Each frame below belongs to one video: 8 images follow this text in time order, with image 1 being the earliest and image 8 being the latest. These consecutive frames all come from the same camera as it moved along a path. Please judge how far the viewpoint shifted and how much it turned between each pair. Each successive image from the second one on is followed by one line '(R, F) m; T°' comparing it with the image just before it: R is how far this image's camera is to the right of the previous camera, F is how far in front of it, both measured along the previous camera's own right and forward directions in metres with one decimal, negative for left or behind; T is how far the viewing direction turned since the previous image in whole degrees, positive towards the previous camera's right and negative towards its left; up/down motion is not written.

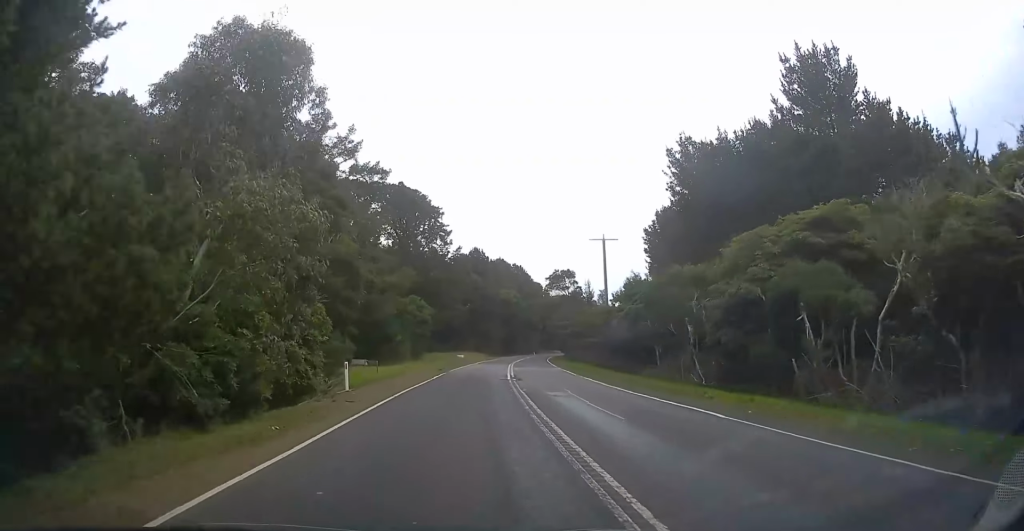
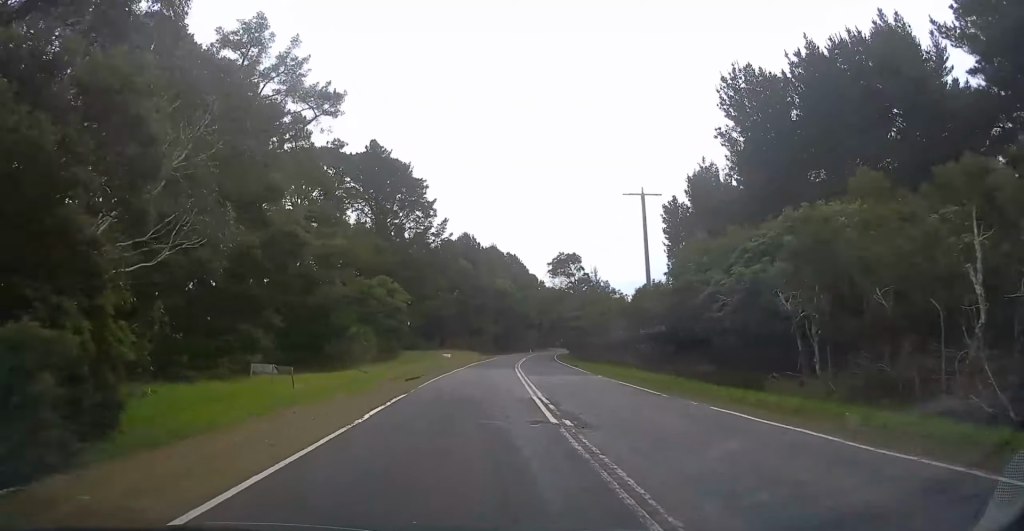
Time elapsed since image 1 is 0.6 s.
(+0.2, +17.0) m; +2°
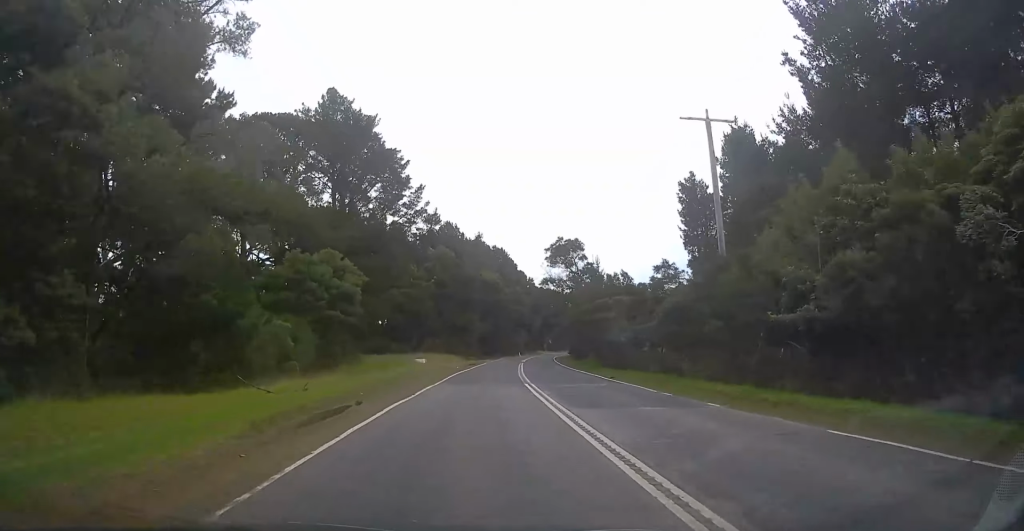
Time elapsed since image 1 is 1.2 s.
(+0.4, +15.4) m; +1°
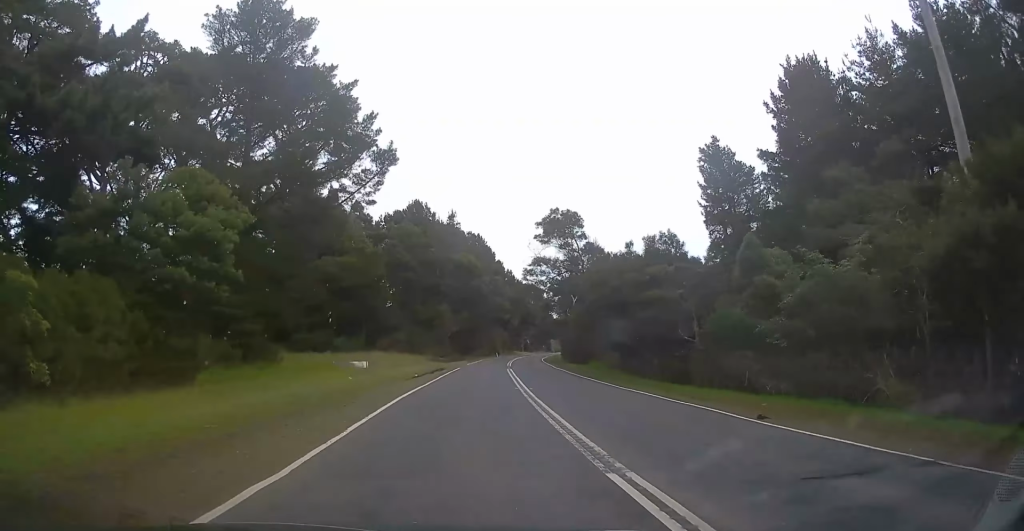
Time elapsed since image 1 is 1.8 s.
(+0.2, +17.7) m; +1°
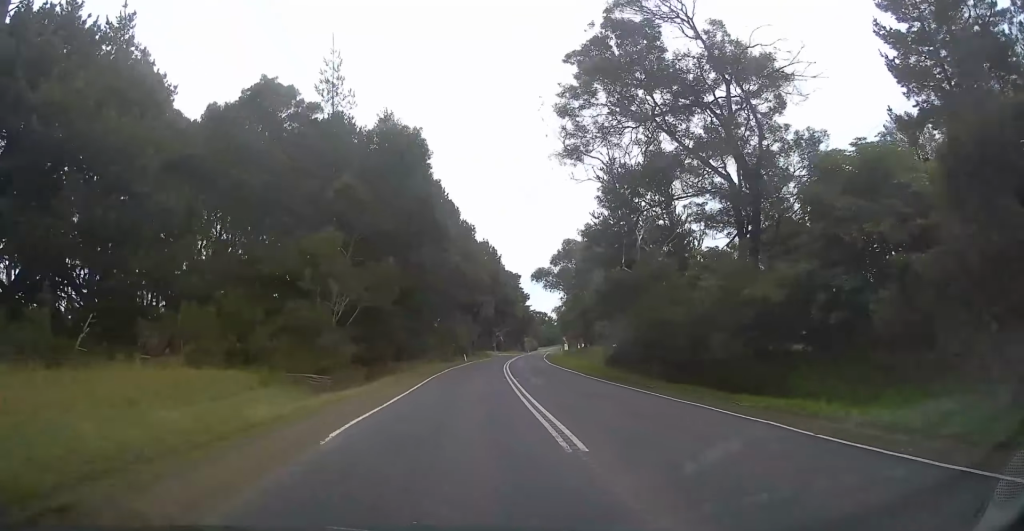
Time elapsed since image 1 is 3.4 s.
(+0.8, +41.3) m; +4°
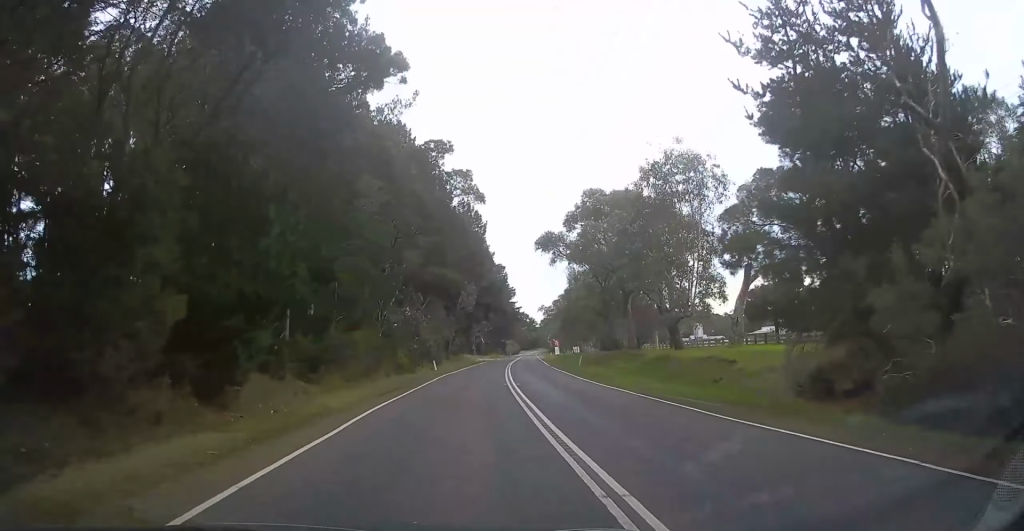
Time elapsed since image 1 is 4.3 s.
(+1.0, +25.5) m; +2°
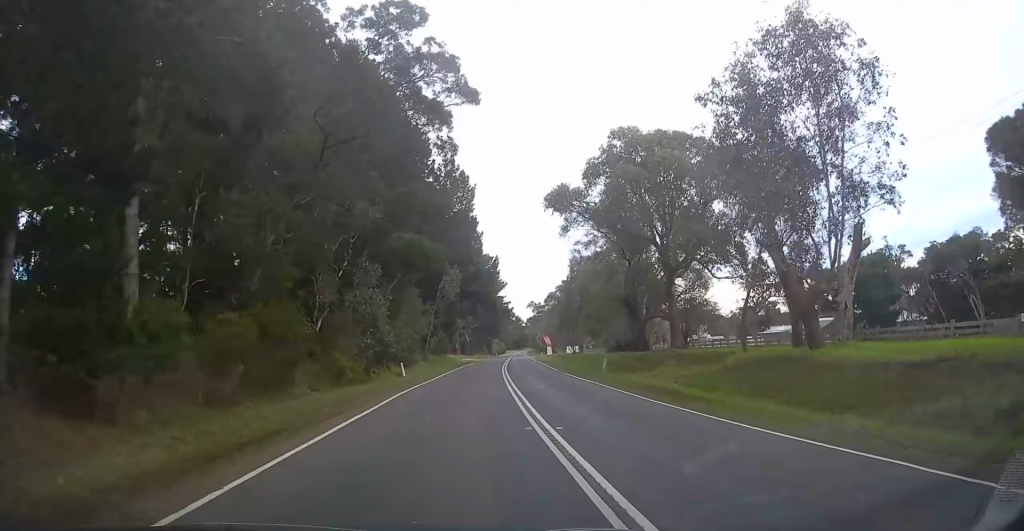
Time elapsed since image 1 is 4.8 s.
(+0.1, +14.3) m; +1°
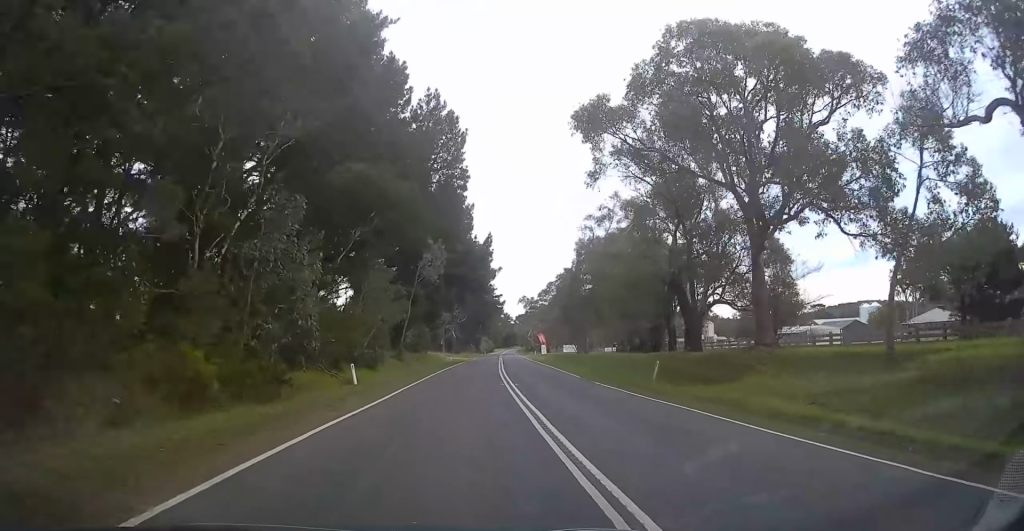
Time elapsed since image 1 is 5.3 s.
(-0.2, +12.5) m; +1°
